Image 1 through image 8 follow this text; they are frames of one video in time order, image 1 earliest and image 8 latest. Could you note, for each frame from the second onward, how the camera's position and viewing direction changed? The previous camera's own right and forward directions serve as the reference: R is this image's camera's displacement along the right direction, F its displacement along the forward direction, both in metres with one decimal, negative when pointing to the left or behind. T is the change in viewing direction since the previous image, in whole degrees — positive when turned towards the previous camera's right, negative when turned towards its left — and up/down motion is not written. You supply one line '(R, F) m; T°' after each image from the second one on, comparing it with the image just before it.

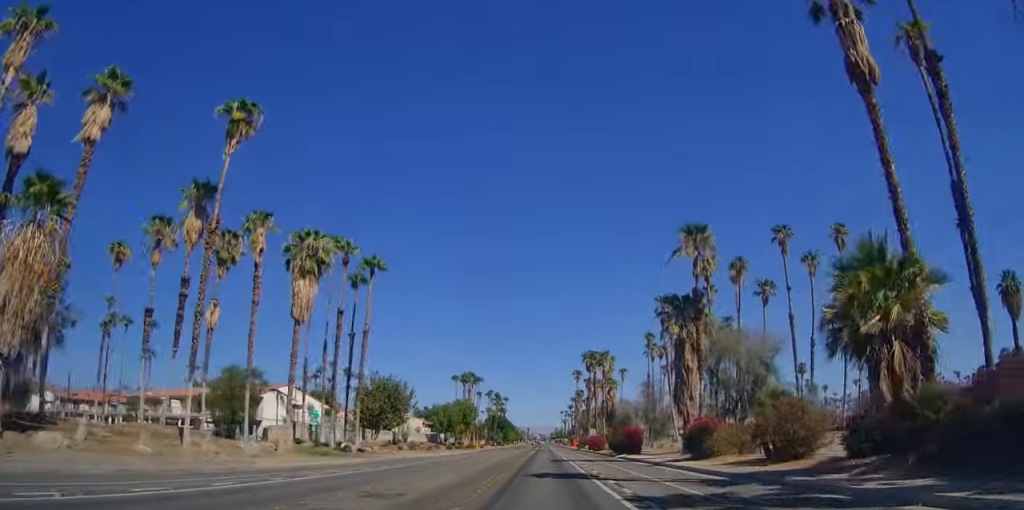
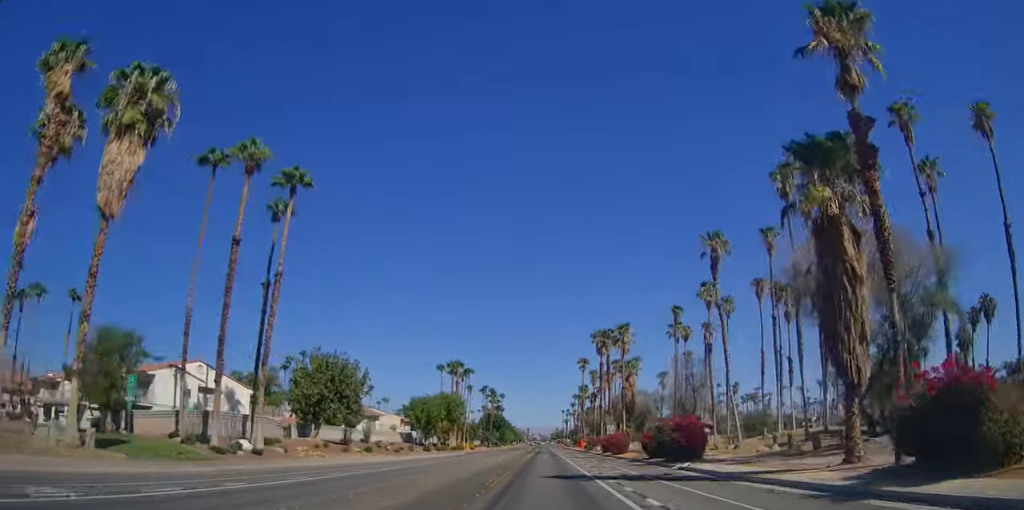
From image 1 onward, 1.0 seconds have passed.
(0.0, +21.3) m; 0°
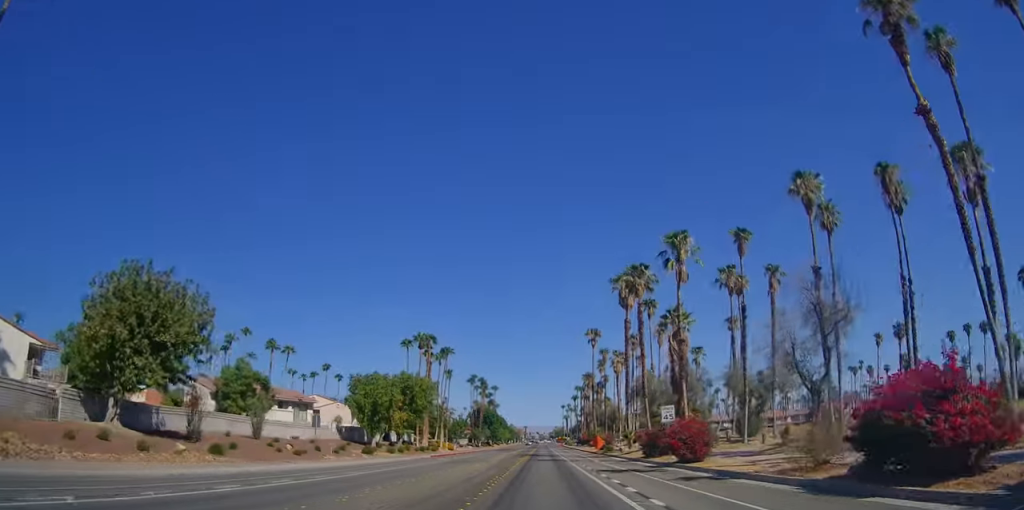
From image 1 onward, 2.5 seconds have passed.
(0.0, +29.3) m; 0°
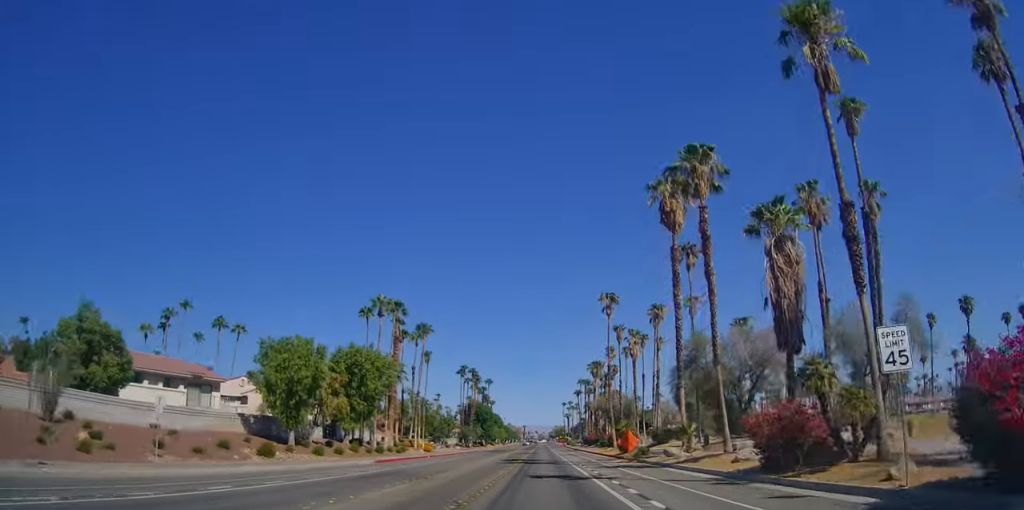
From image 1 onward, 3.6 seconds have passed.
(0.0, +22.3) m; 0°
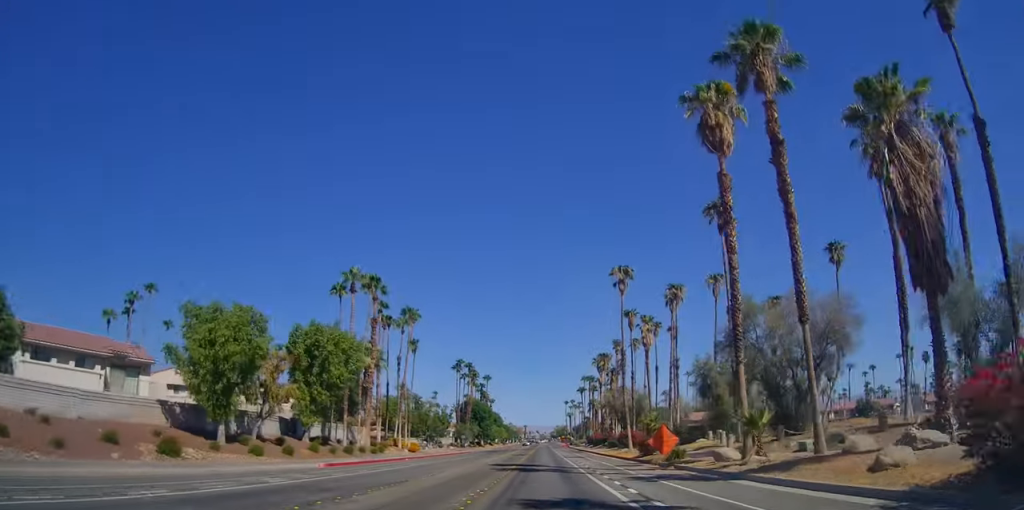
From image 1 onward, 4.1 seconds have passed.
(0.0, +10.8) m; 0°
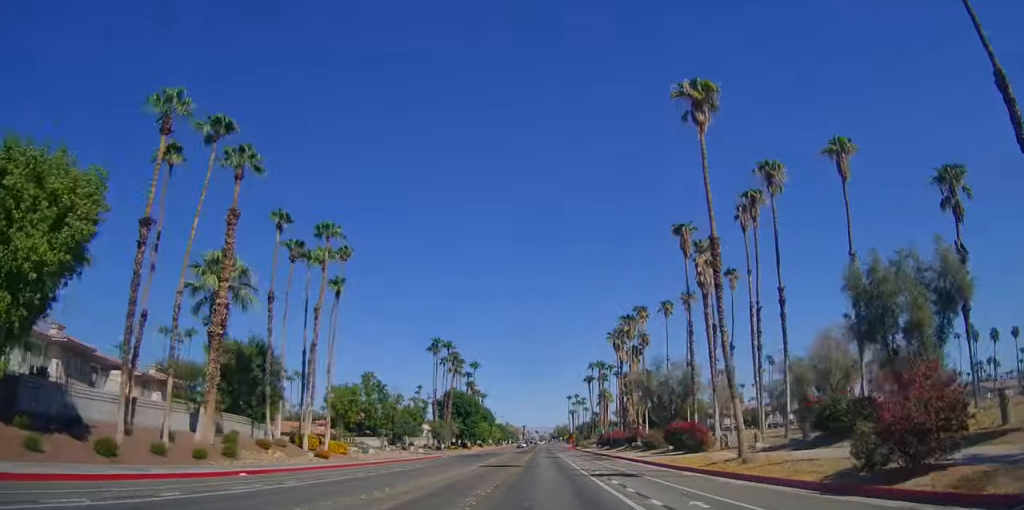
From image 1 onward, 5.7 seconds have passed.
(0.0, +32.0) m; 0°
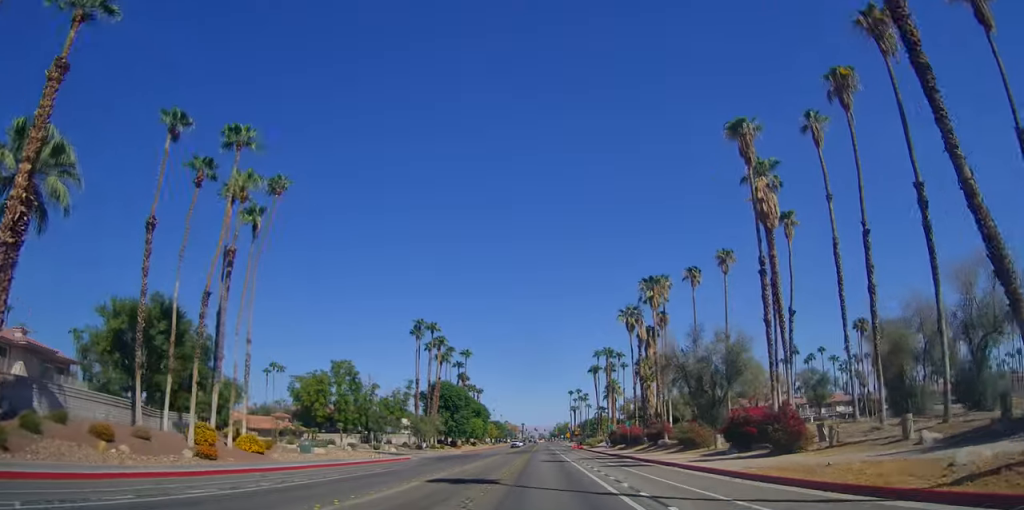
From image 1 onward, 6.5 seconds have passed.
(0.0, +16.4) m; 0°
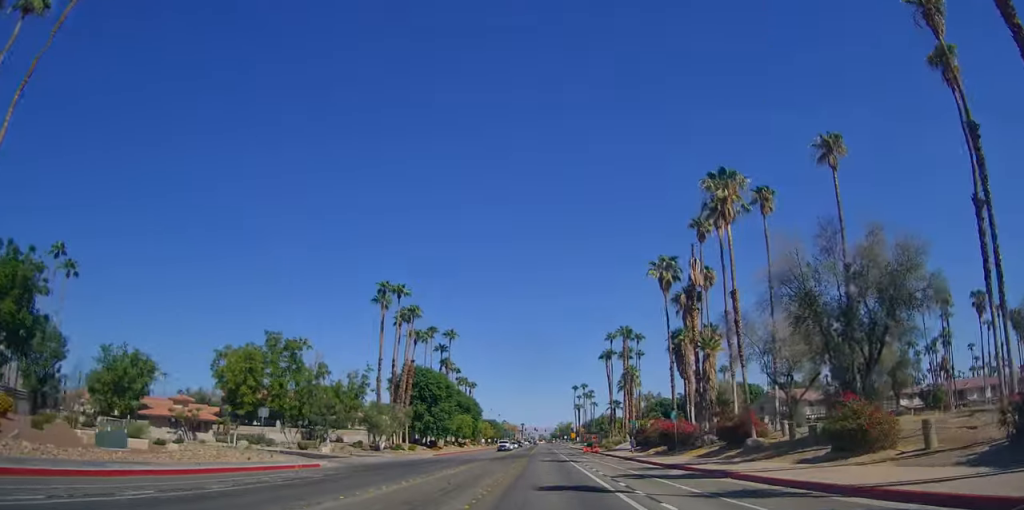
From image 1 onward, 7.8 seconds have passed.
(0.0, +24.3) m; 0°
